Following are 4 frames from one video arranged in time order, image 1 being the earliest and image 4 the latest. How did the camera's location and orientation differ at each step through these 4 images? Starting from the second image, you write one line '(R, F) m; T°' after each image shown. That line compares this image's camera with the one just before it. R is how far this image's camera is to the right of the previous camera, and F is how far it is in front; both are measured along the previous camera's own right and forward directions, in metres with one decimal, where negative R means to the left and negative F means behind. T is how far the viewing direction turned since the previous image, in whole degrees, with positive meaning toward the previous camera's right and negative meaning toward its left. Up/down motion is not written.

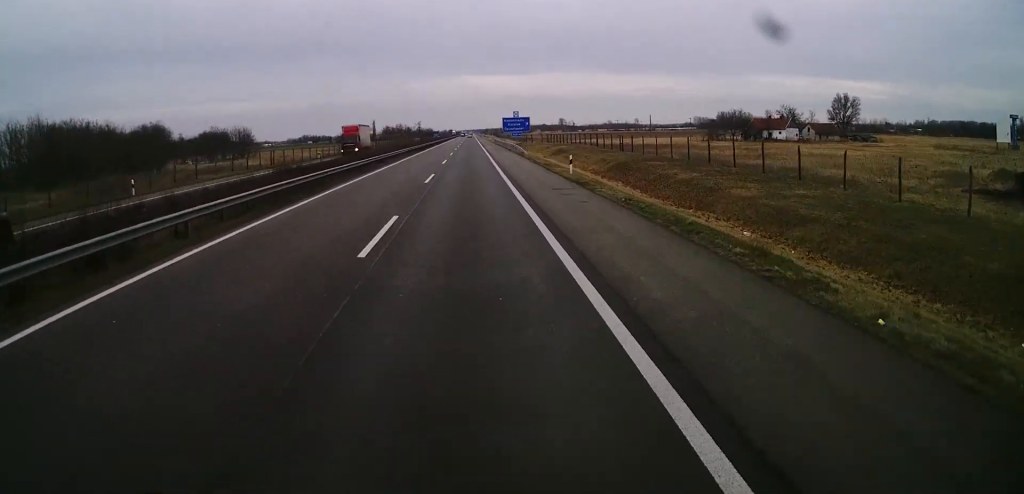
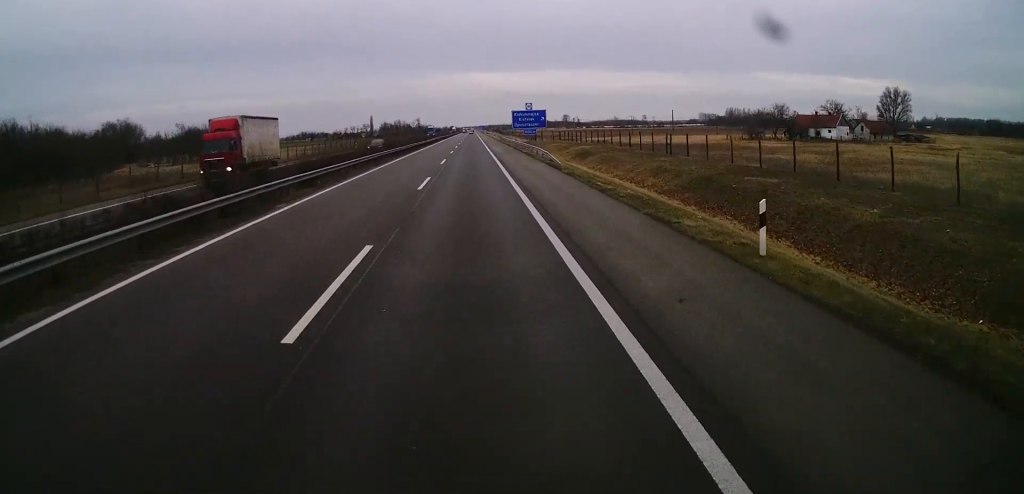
(-0.1, +23.0) m; -1°
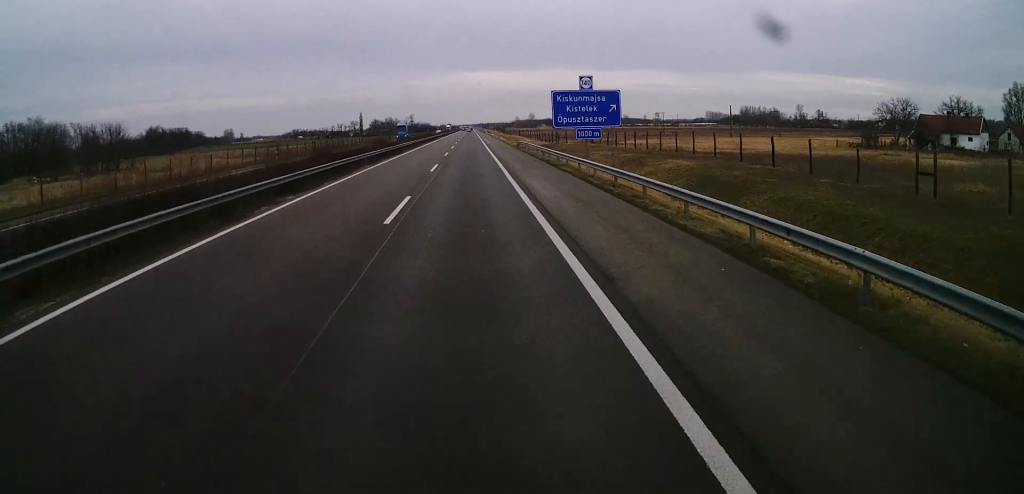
(-0.3, +46.1) m; 0°
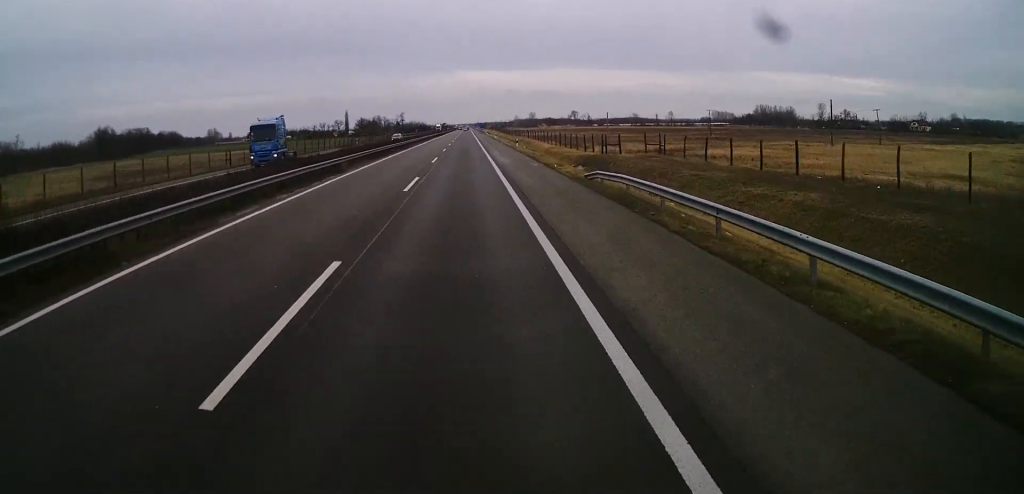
(-0.1, +46.9) m; 0°
